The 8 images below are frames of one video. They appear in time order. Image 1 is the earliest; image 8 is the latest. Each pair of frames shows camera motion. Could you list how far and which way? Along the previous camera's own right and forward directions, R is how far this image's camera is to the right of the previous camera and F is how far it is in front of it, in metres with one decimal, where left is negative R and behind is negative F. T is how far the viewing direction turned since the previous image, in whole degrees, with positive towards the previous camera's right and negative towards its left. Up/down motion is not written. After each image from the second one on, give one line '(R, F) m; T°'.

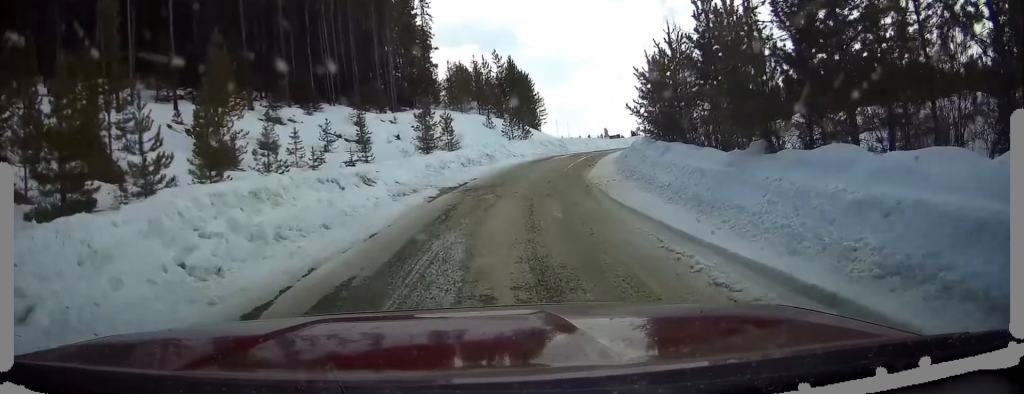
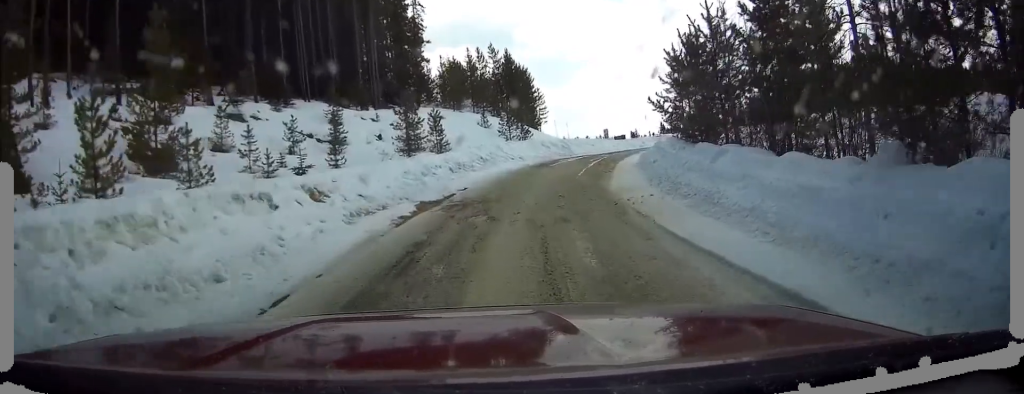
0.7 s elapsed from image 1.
(-0.1, +4.7) m; -1°
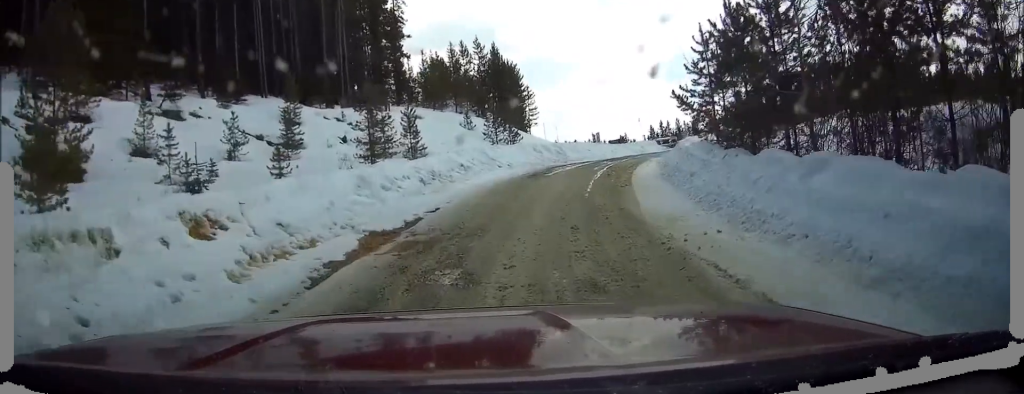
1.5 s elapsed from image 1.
(-0.1, +5.0) m; 0°
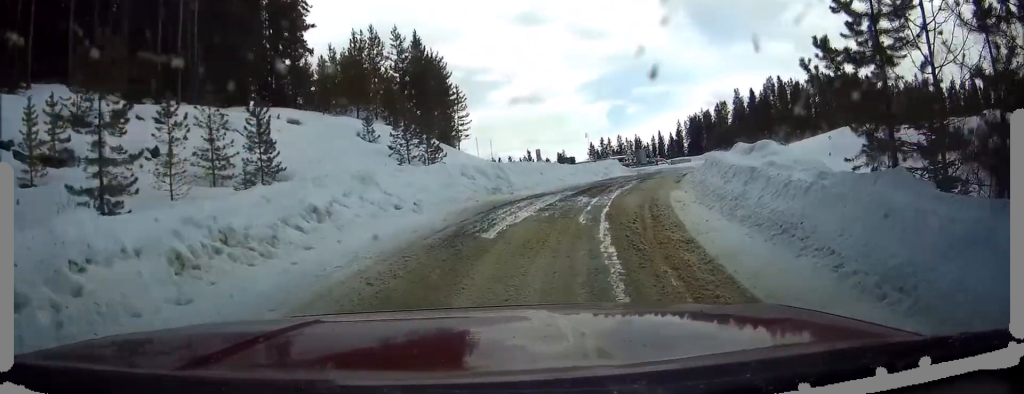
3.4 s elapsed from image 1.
(+0.5, +11.6) m; +9°
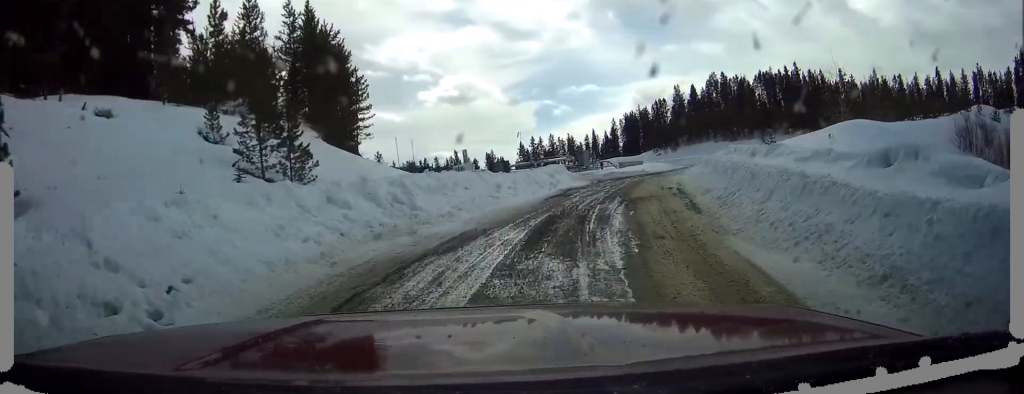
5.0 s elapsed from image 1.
(+1.1, +8.9) m; +10°
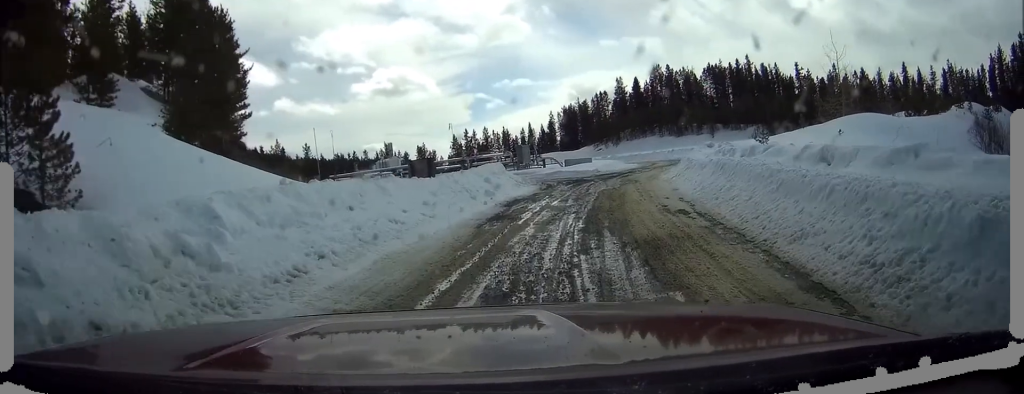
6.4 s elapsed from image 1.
(+0.2, +8.0) m; +4°
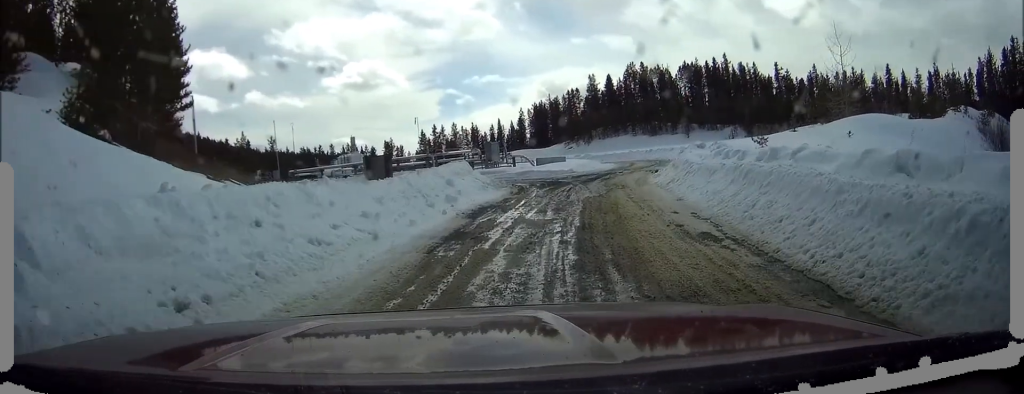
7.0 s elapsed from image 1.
(+0.1, +3.6) m; +4°
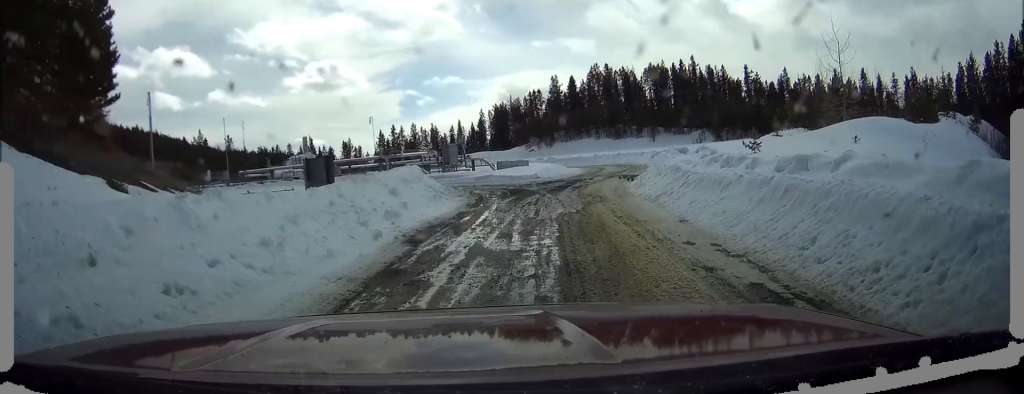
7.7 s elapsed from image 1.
(+0.2, +3.5) m; +3°
